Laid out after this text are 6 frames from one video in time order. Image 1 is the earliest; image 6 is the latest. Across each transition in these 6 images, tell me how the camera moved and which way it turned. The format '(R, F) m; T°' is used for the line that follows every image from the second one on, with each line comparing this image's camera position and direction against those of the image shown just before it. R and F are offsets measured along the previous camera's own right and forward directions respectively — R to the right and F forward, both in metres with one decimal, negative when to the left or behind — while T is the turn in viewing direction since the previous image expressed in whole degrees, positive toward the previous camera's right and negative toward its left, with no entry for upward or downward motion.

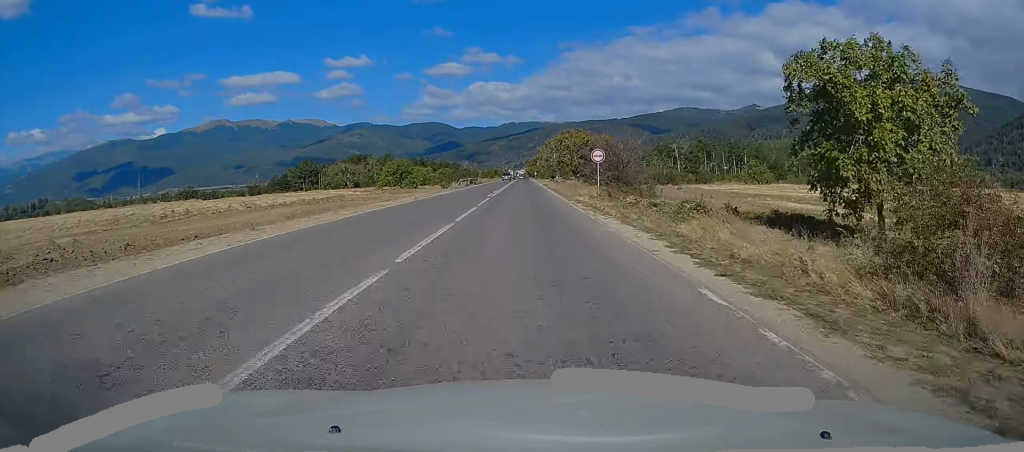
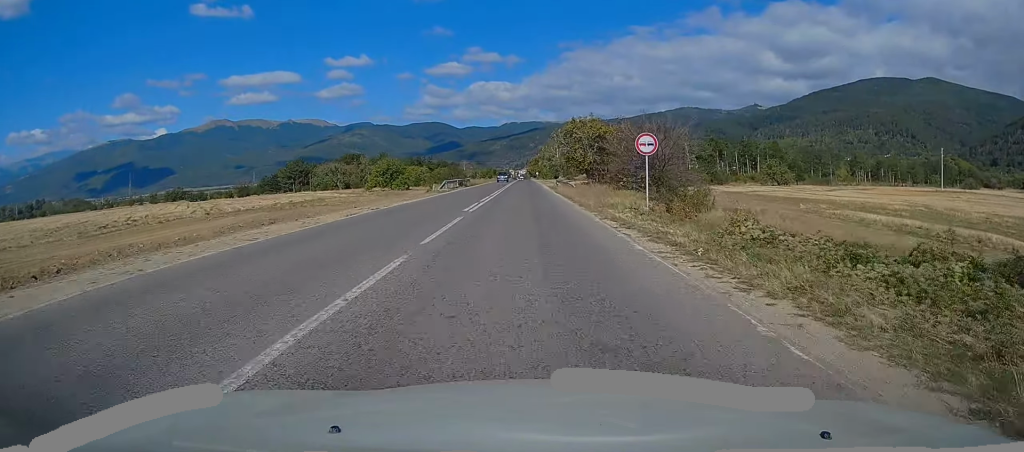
(0.0, +13.4) m; 0°
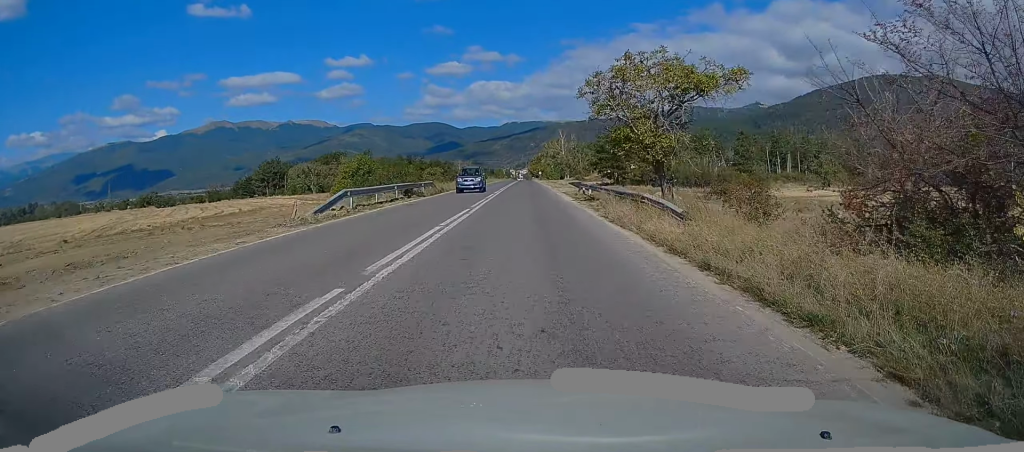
(0.0, +28.6) m; 0°
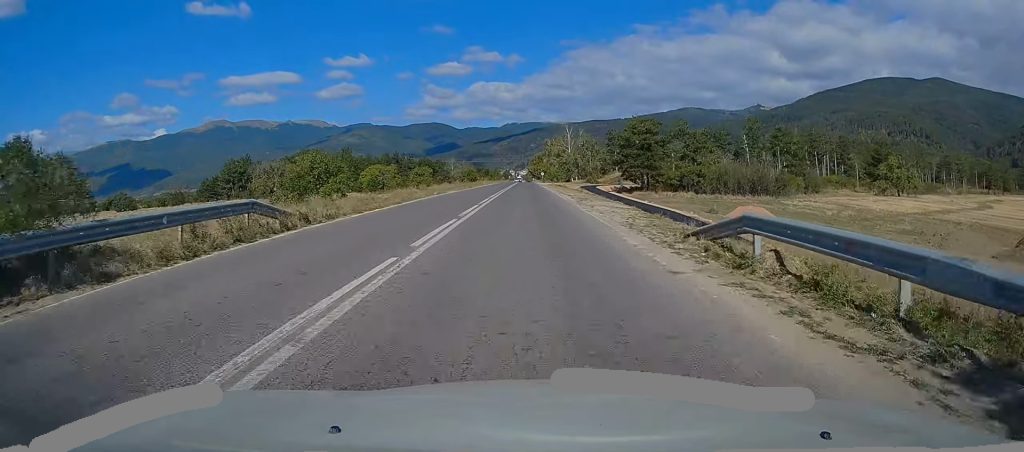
(-0.1, +28.2) m; 0°
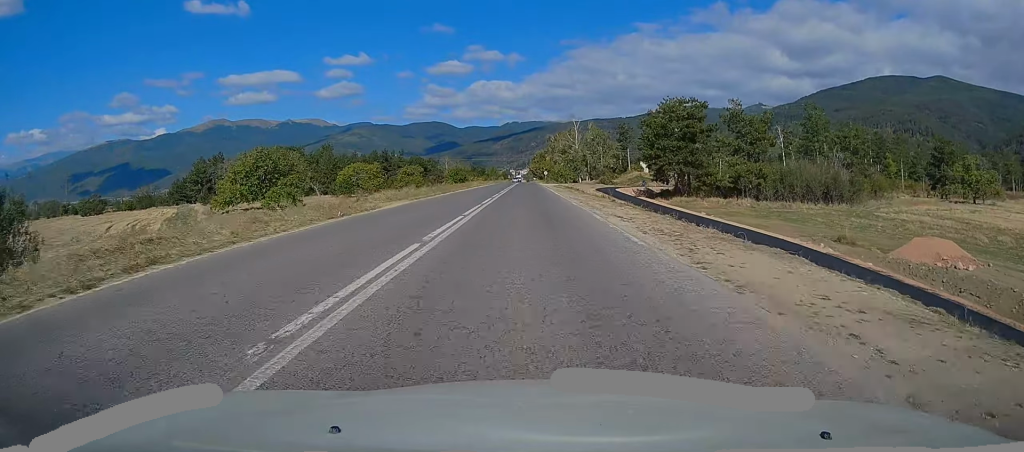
(0.0, +21.7) m; 0°
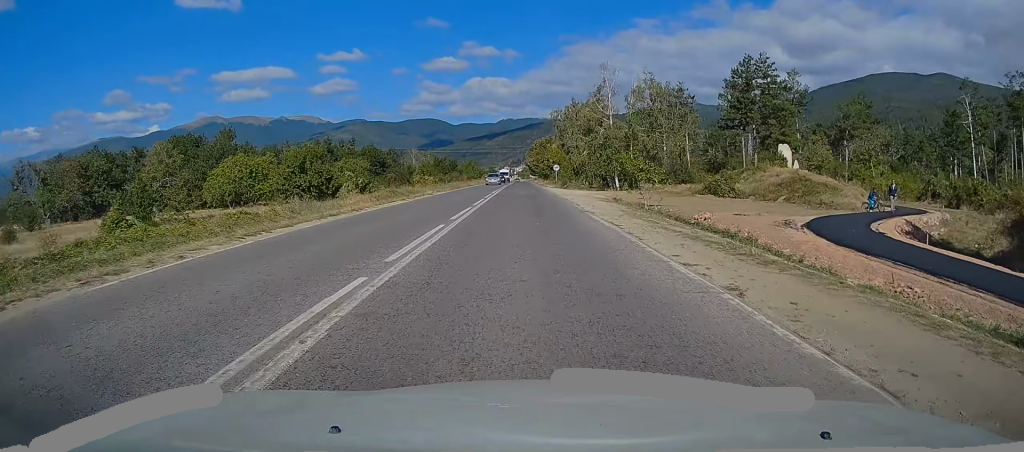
(-0.3, +63.7) m; 0°
